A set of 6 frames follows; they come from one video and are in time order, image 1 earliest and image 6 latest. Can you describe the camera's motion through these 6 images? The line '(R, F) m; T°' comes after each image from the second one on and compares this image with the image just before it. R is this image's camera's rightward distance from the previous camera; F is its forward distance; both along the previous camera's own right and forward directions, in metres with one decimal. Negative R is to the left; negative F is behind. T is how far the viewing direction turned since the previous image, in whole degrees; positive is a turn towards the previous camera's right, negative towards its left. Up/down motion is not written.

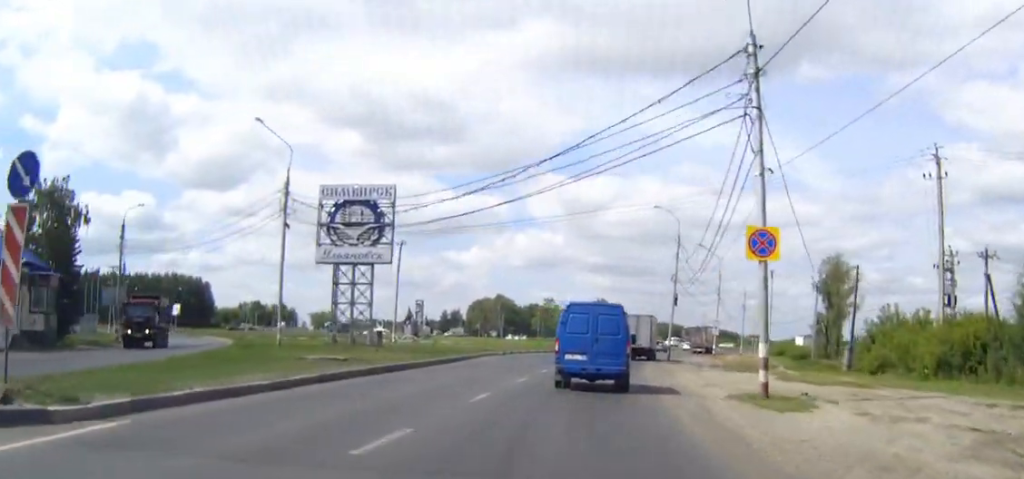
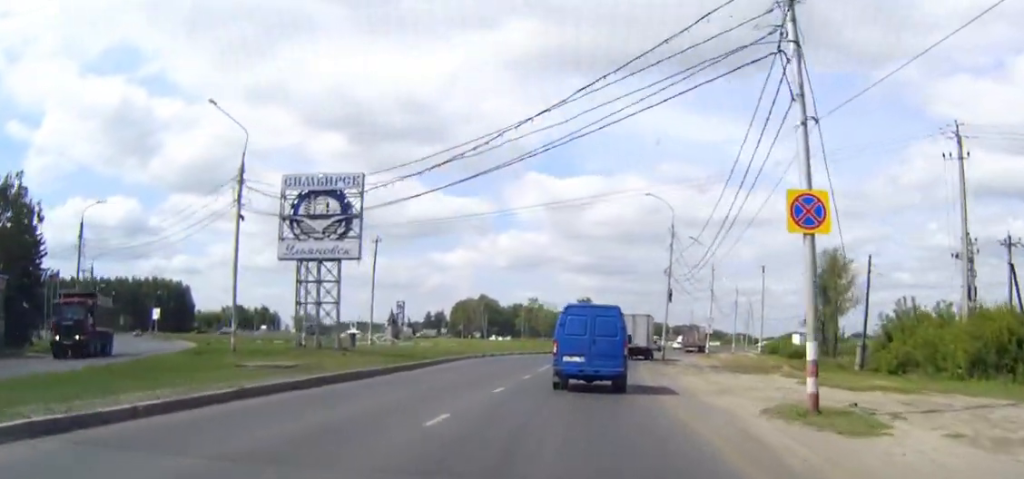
(0.0, +4.7) m; +1°
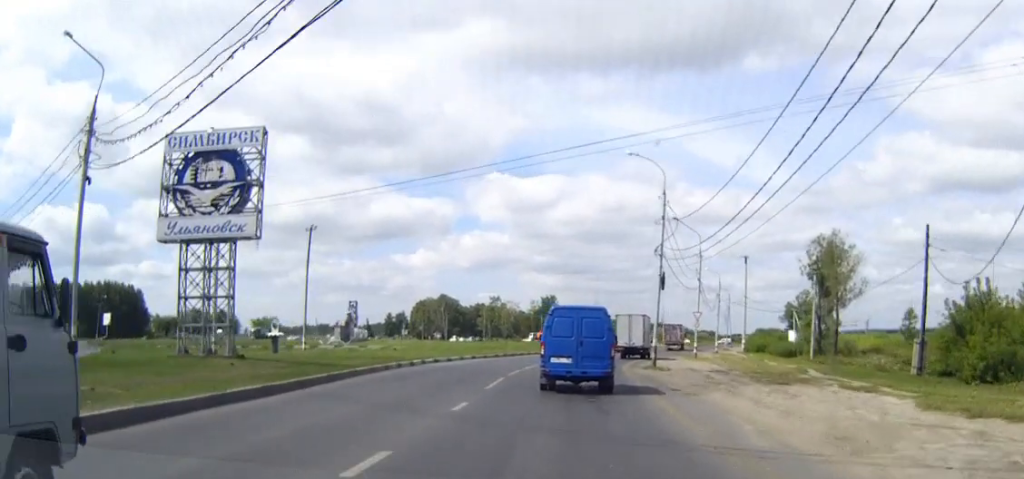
(+0.3, +12.1) m; +2°
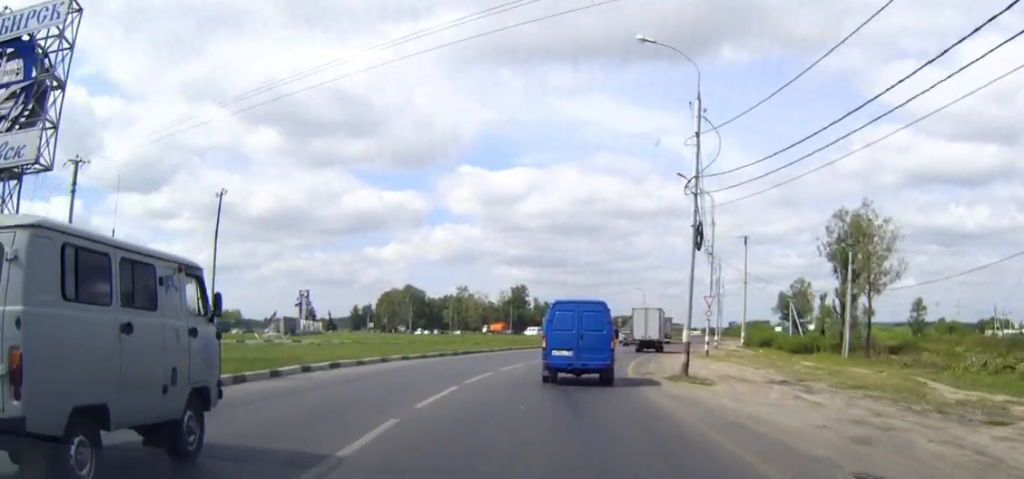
(+0.3, +16.8) m; +2°
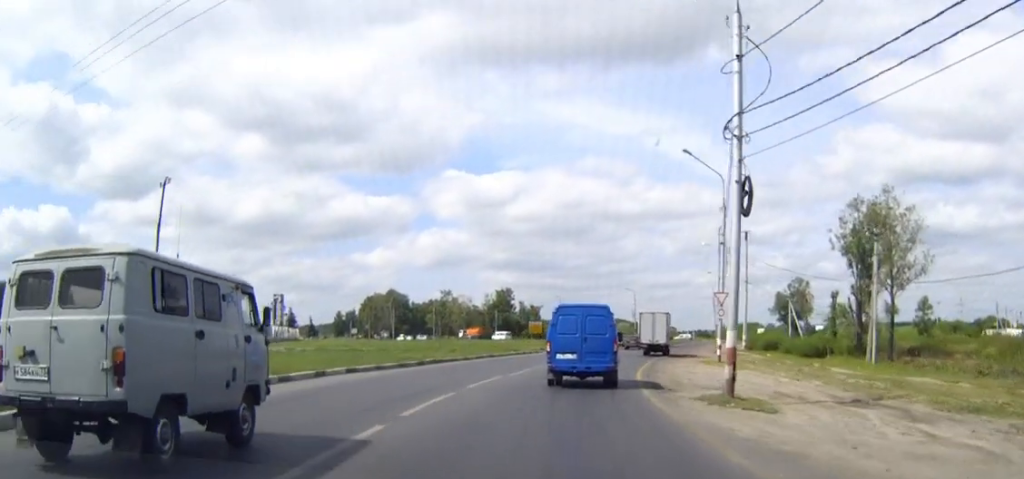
(+0.1, +8.1) m; +1°
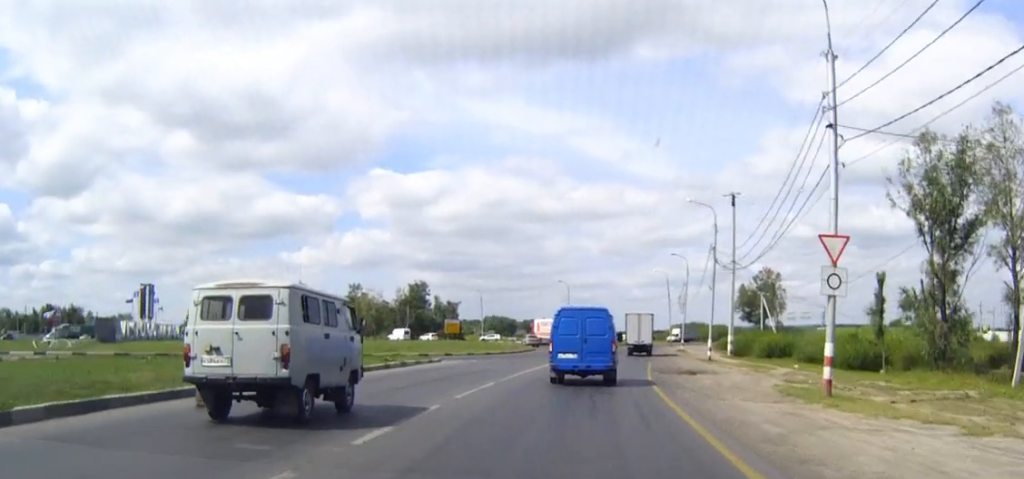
(+1.0, +27.8) m; +5°
